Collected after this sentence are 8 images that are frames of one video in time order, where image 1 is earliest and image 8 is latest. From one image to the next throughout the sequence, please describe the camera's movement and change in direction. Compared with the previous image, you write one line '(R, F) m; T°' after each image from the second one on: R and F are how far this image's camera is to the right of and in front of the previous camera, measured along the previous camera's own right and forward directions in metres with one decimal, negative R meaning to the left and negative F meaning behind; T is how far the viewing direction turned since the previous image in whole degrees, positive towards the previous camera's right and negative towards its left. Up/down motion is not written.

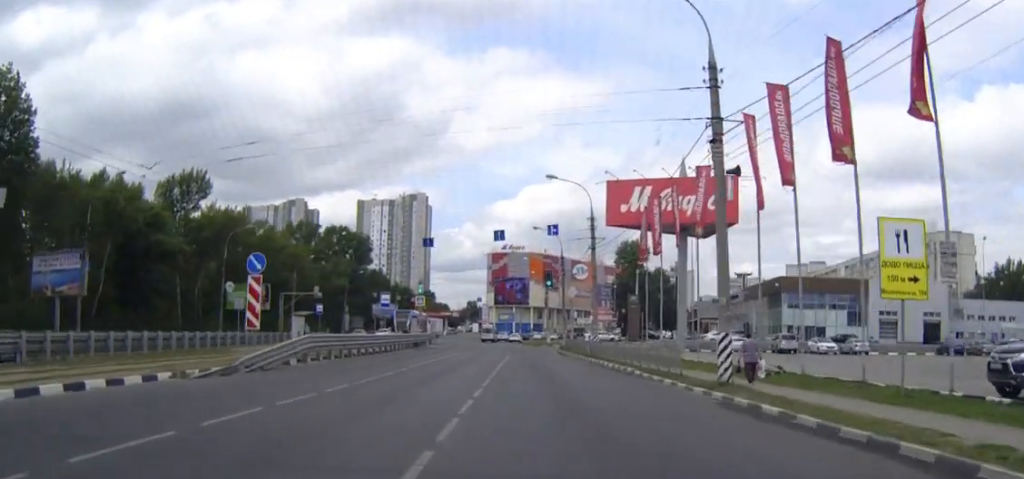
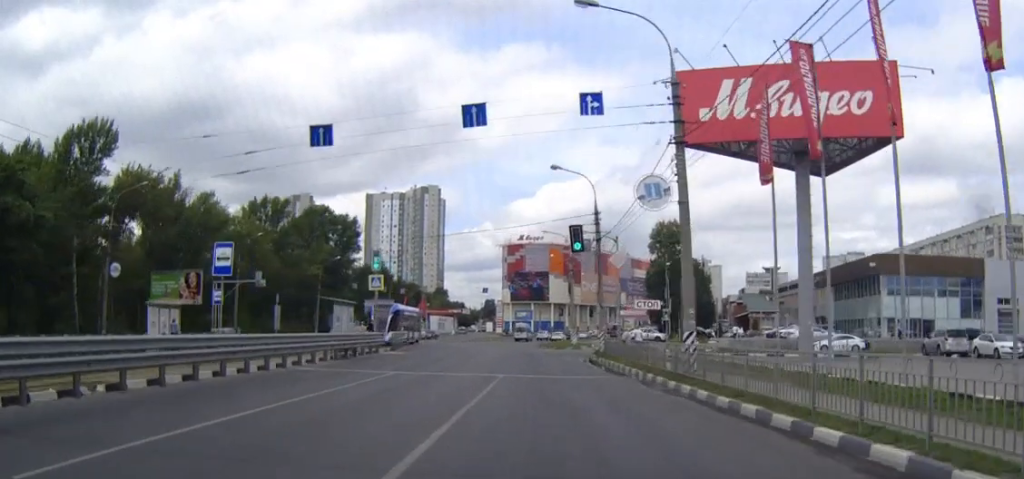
(-0.3, +29.0) m; -1°
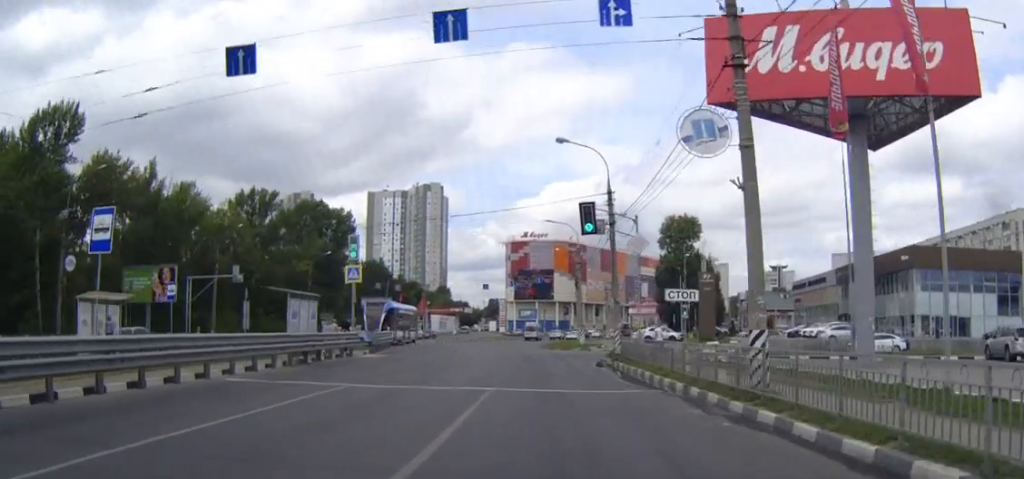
(0.0, +7.3) m; 0°
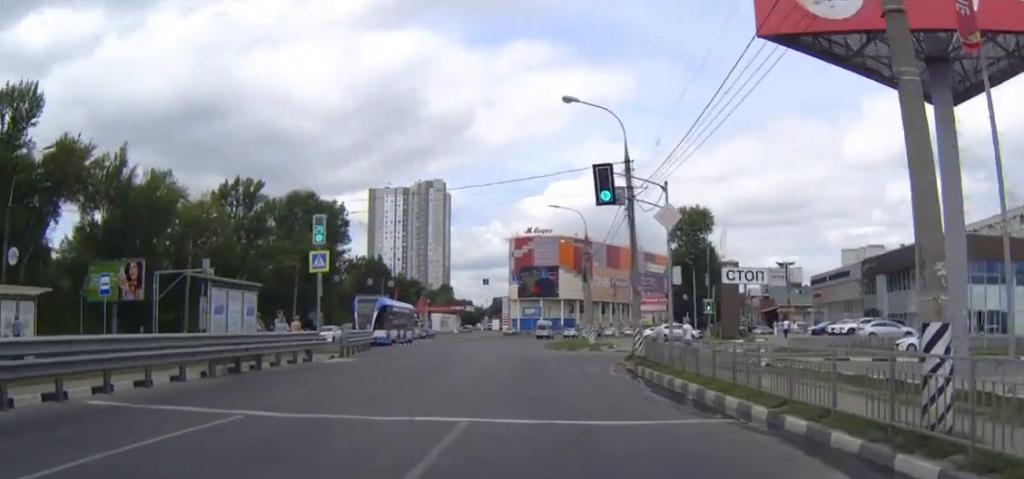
(0.0, +7.8) m; 0°
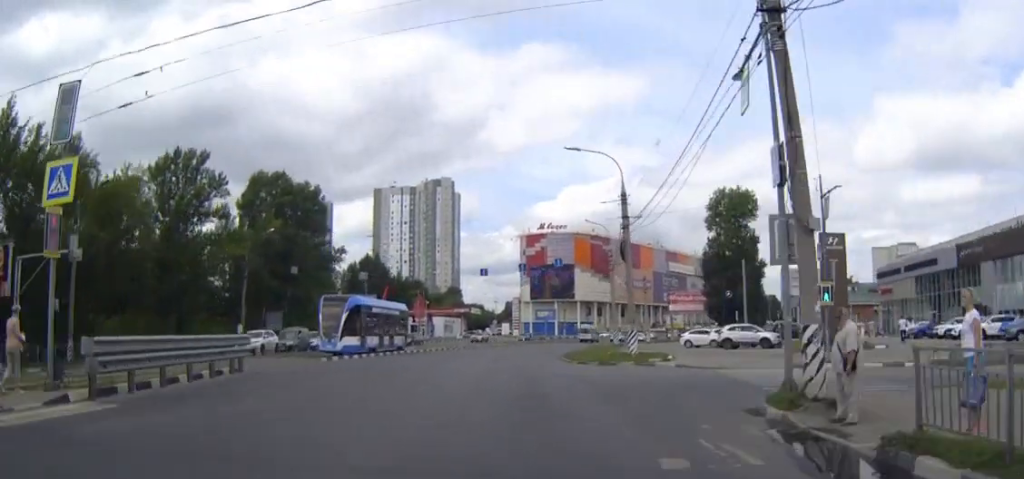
(0.0, +22.5) m; 0°
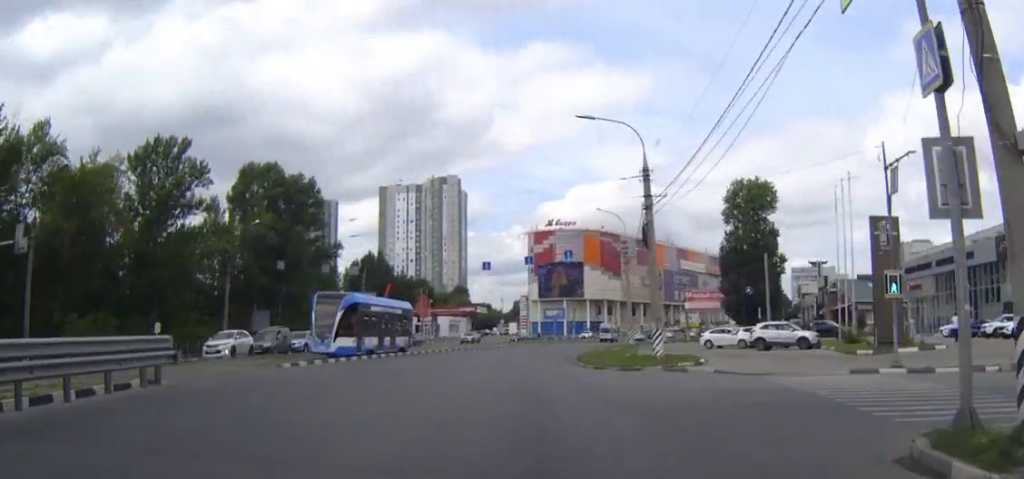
(+0.1, +6.5) m; 0°
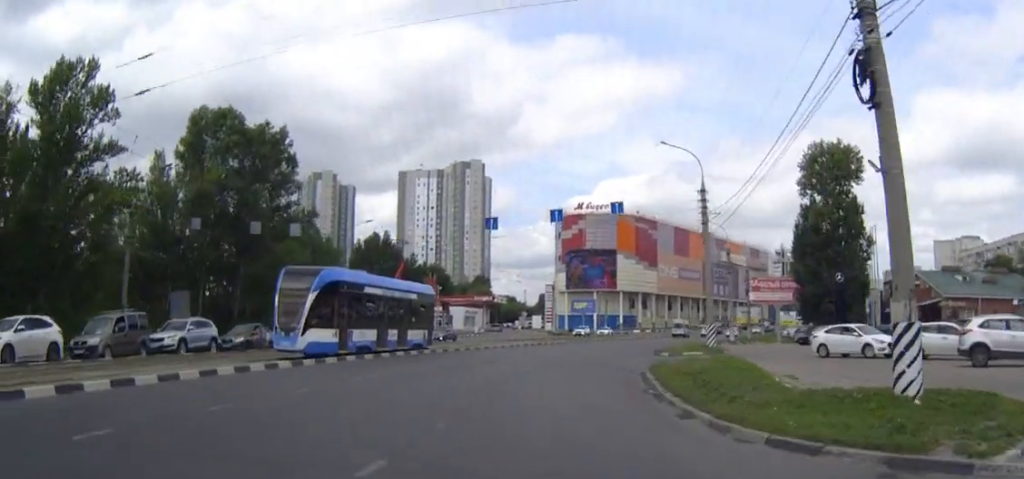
(-0.7, +23.6) m; -2°
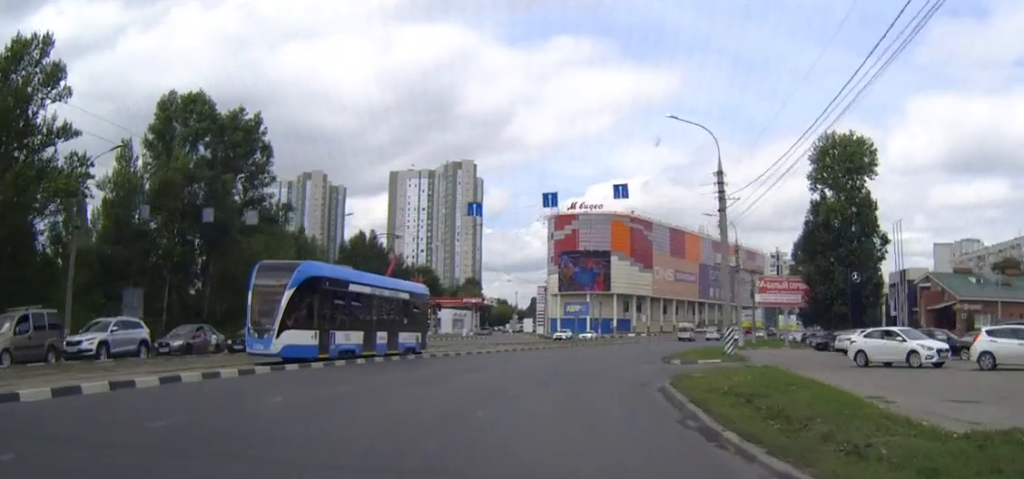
(-0.1, +6.4) m; 0°
